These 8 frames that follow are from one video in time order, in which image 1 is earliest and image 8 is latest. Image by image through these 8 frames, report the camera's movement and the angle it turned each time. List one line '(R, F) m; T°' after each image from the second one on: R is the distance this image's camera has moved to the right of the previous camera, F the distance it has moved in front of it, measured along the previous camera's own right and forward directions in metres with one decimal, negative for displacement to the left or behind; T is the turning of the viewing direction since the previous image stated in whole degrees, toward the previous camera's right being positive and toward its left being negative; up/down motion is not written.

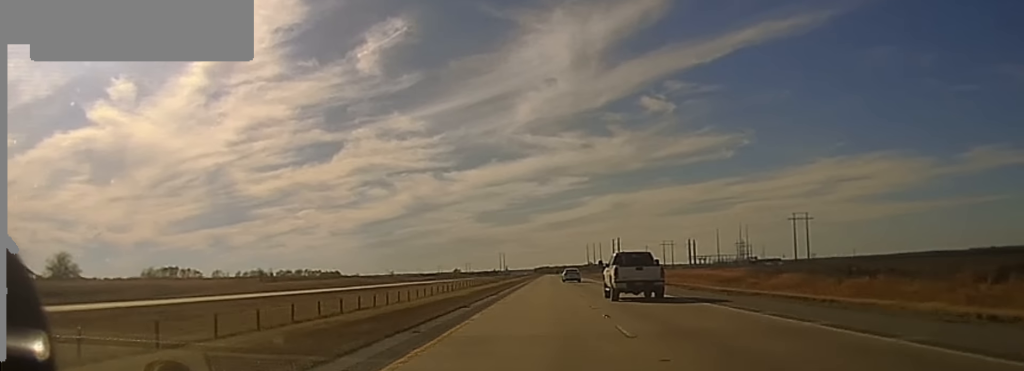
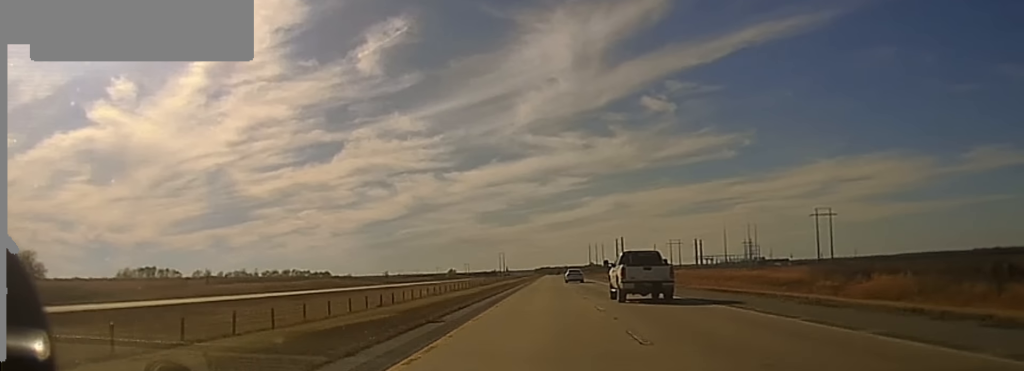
(-0.1, +30.2) m; 0°
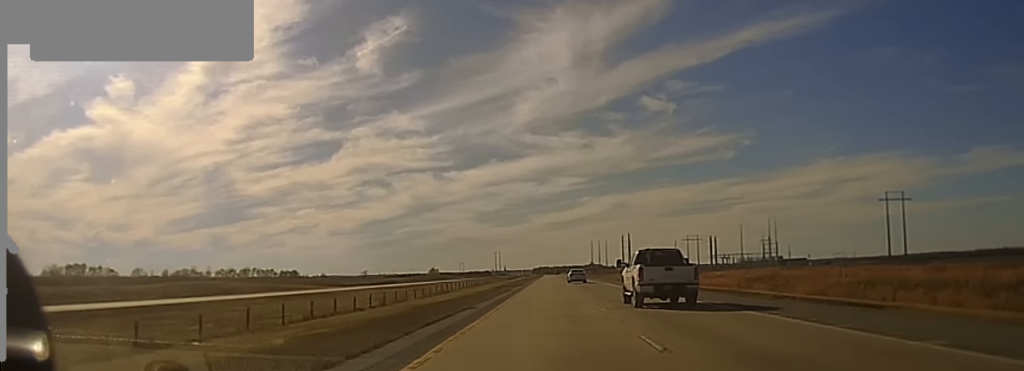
(+0.5, +66.5) m; 0°
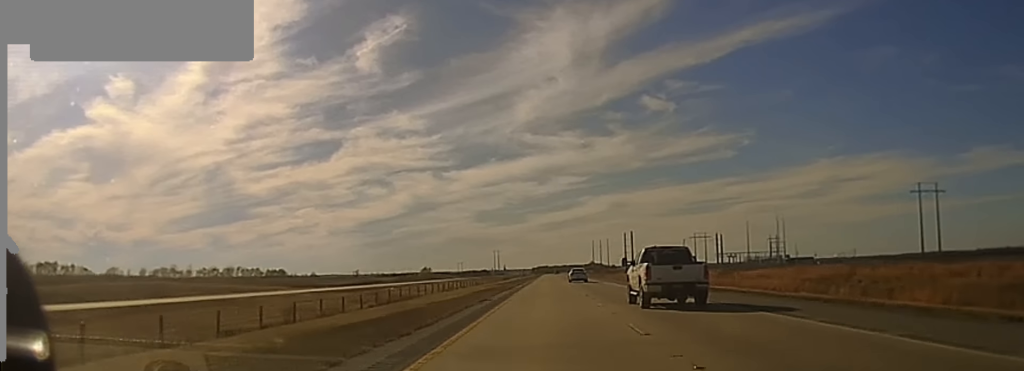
(-0.1, +21.8) m; 0°
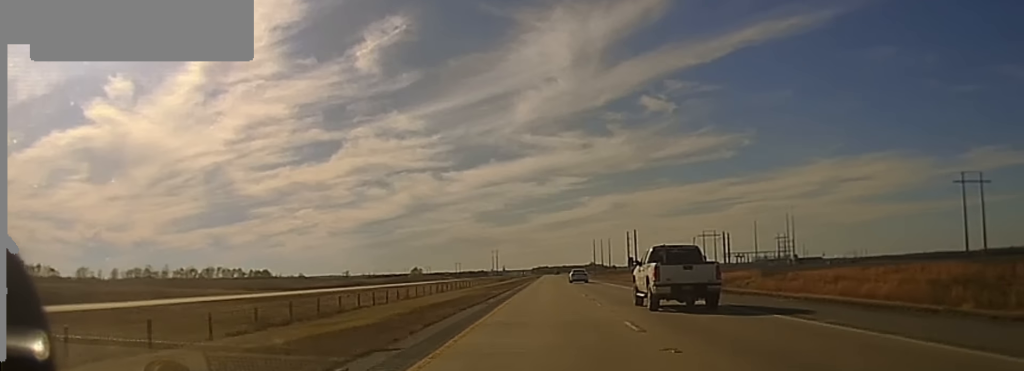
(0.0, +21.9) m; 0°
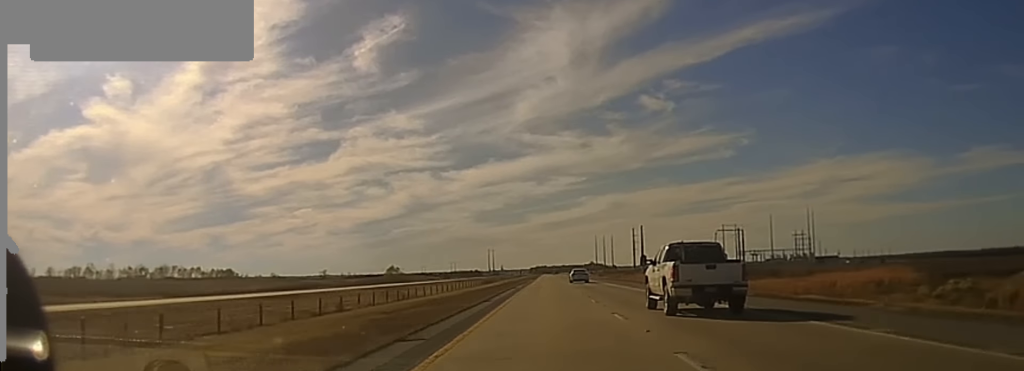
(0.0, +38.1) m; 0°
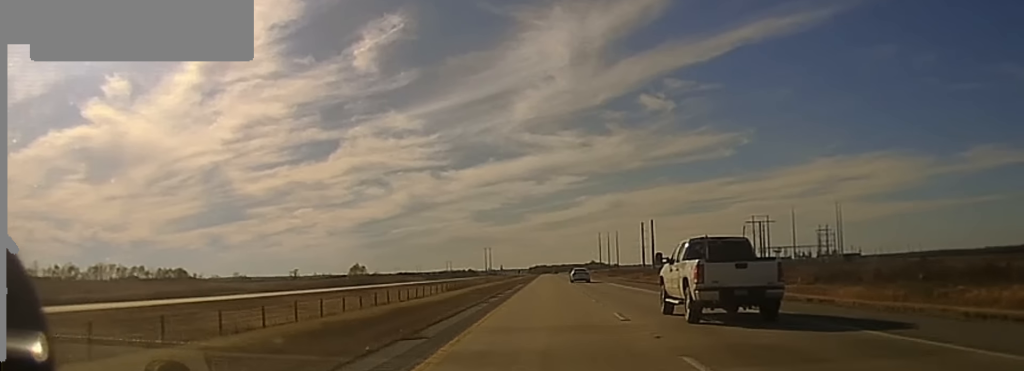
(-0.2, +48.5) m; 0°
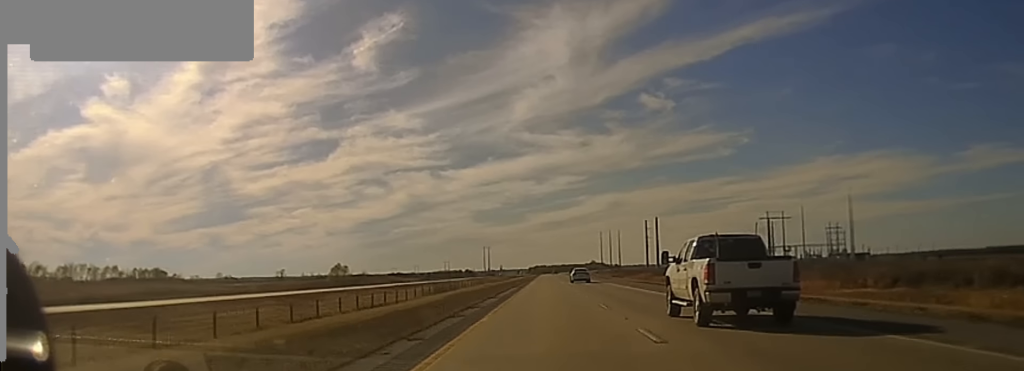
(+0.1, +17.4) m; 0°
